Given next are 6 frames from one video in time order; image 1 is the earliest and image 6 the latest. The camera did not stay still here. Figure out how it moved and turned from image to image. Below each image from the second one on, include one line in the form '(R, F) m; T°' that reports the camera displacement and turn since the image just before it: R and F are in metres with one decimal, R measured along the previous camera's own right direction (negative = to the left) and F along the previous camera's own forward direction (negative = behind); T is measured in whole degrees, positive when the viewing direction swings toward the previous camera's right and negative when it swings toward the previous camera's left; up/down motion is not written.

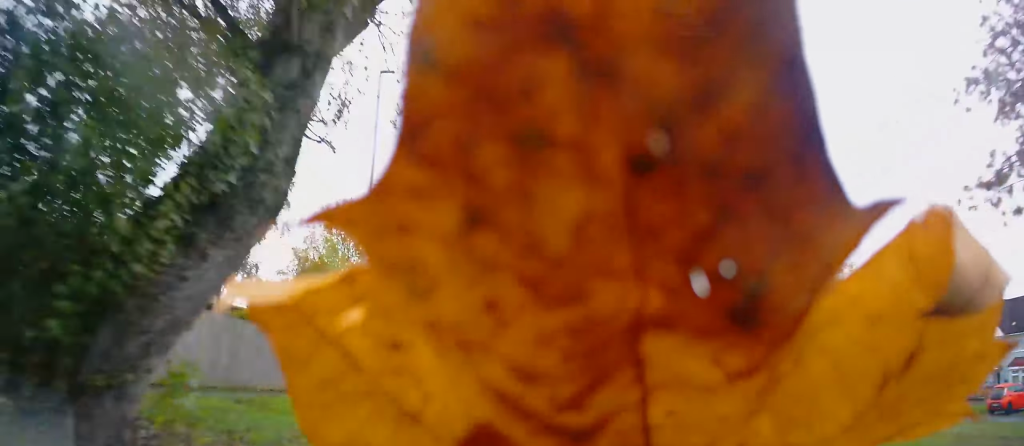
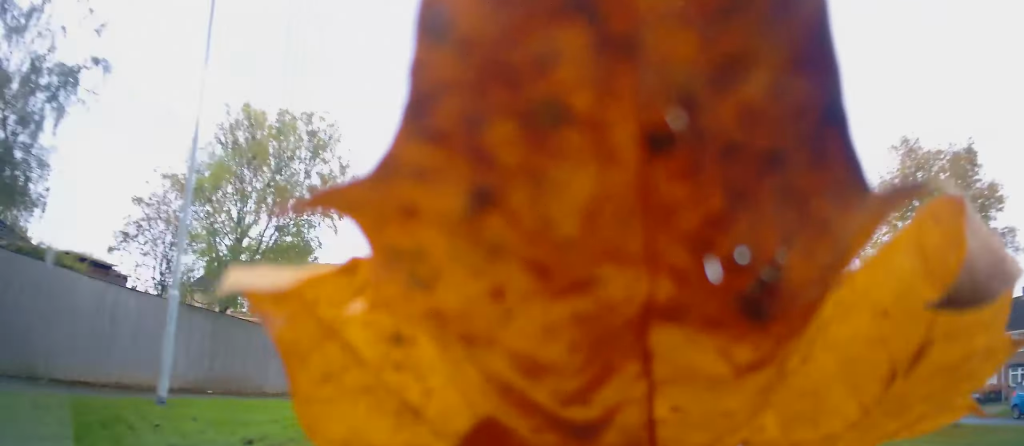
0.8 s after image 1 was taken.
(0.0, +9.0) m; 0°
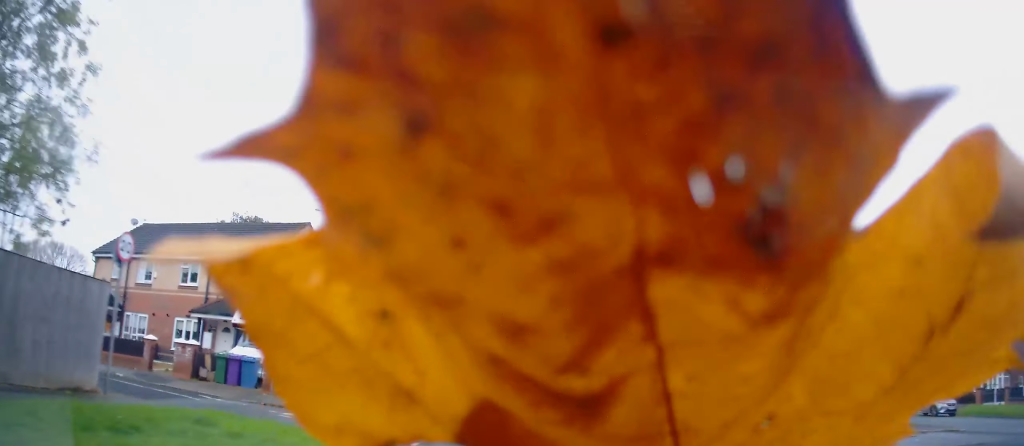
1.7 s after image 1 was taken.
(-0.1, +10.8) m; 0°
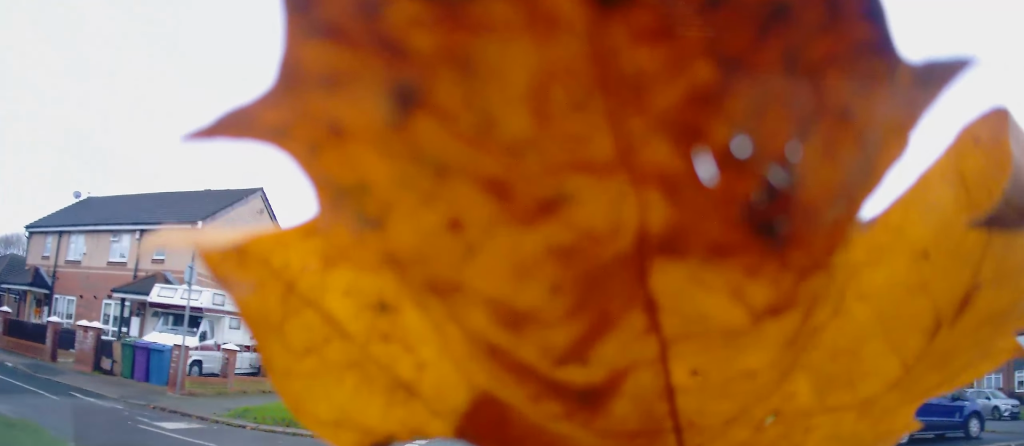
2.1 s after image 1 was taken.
(0.0, +5.6) m; 0°
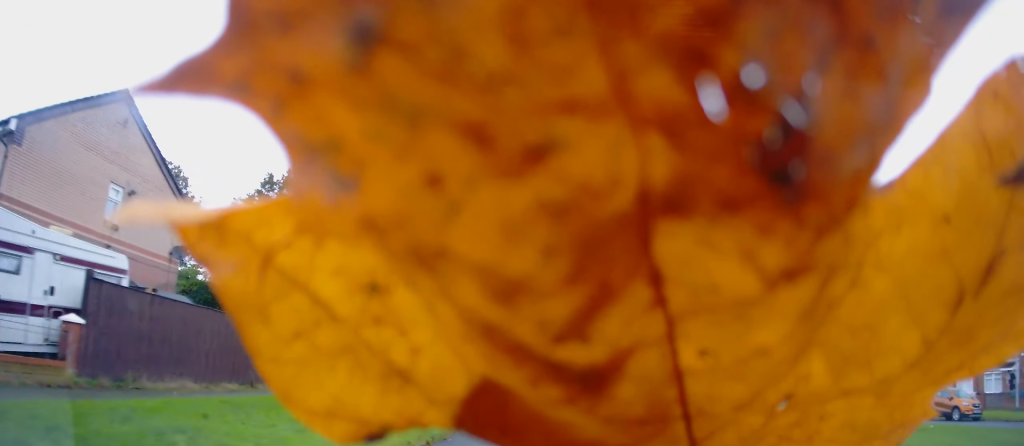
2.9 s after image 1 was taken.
(0.0, +9.6) m; +1°
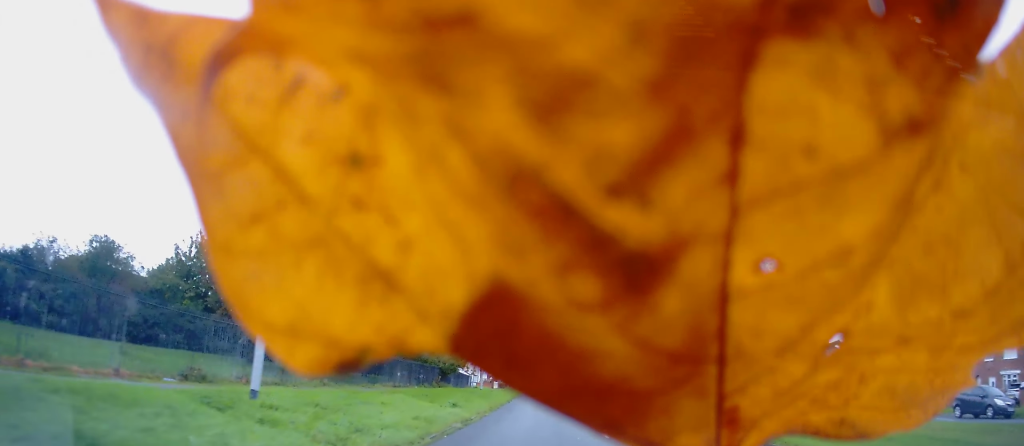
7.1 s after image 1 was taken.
(-0.8, +49.3) m; -2°
